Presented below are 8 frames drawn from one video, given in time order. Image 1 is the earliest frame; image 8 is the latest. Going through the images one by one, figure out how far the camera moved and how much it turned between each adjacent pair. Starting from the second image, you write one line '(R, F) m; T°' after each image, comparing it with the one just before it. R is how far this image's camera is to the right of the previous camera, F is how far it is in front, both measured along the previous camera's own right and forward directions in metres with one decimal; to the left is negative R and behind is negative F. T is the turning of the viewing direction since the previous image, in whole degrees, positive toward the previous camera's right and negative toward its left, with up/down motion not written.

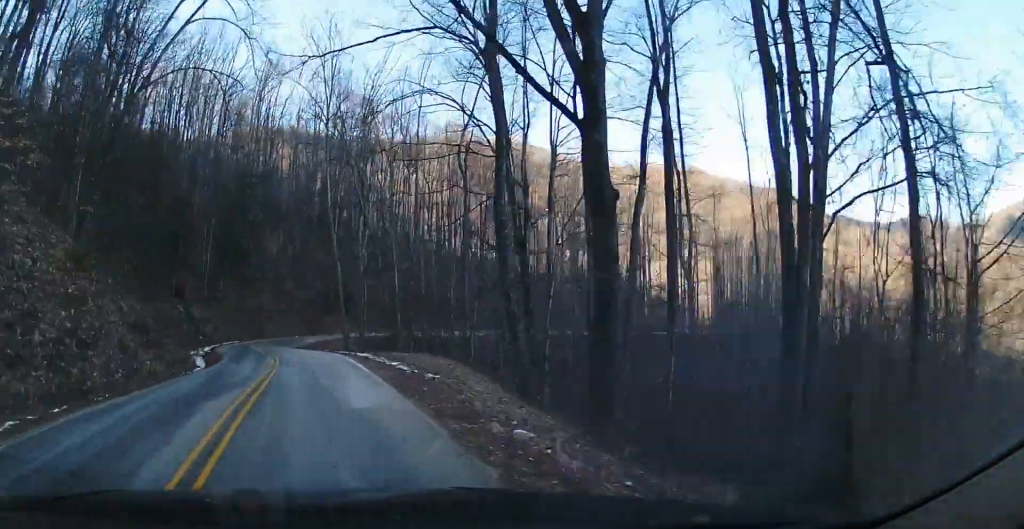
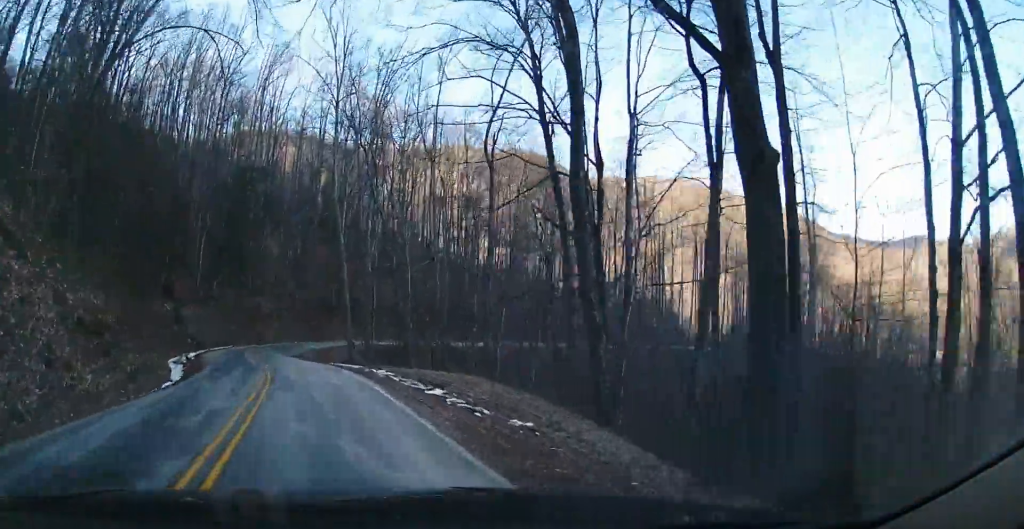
(-0.2, +5.6) m; -2°
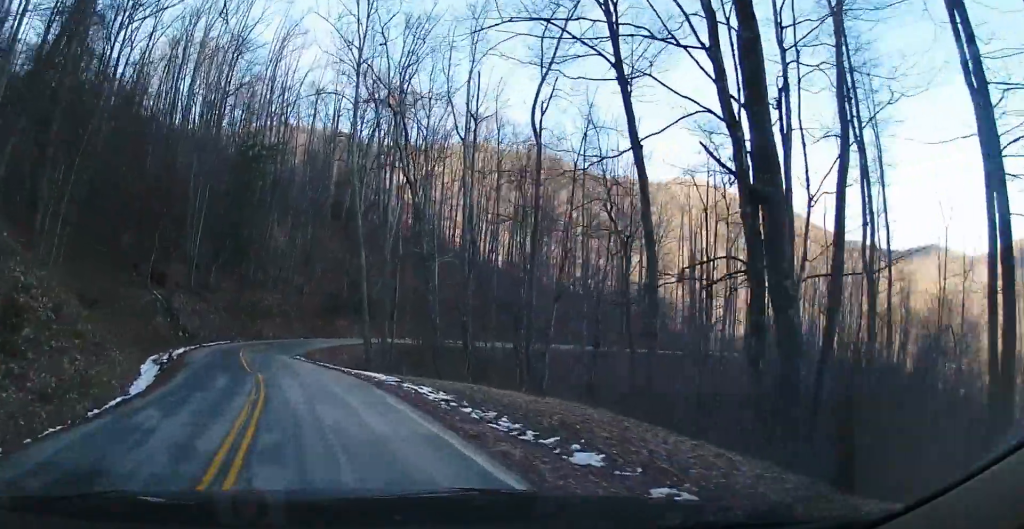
(-0.3, +6.4) m; 0°
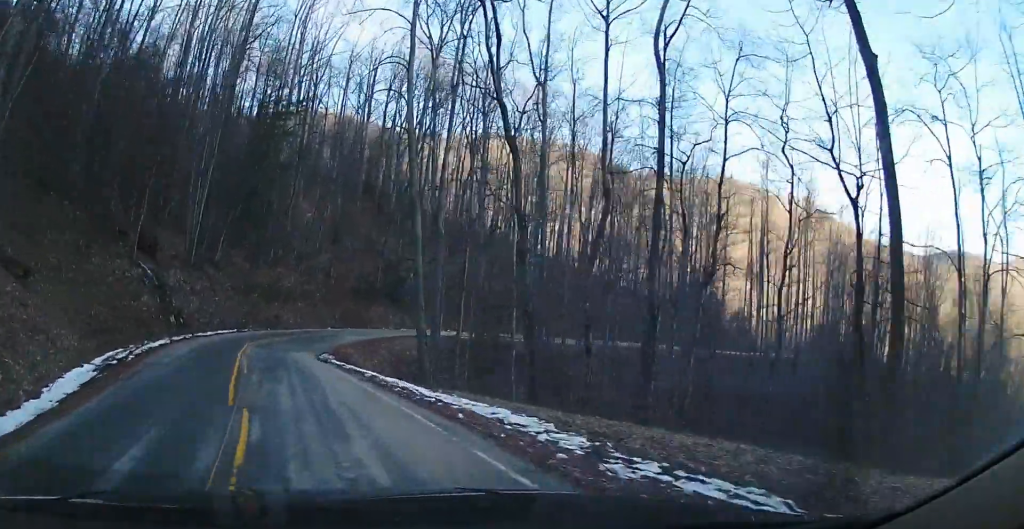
(+0.3, +11.1) m; -2°
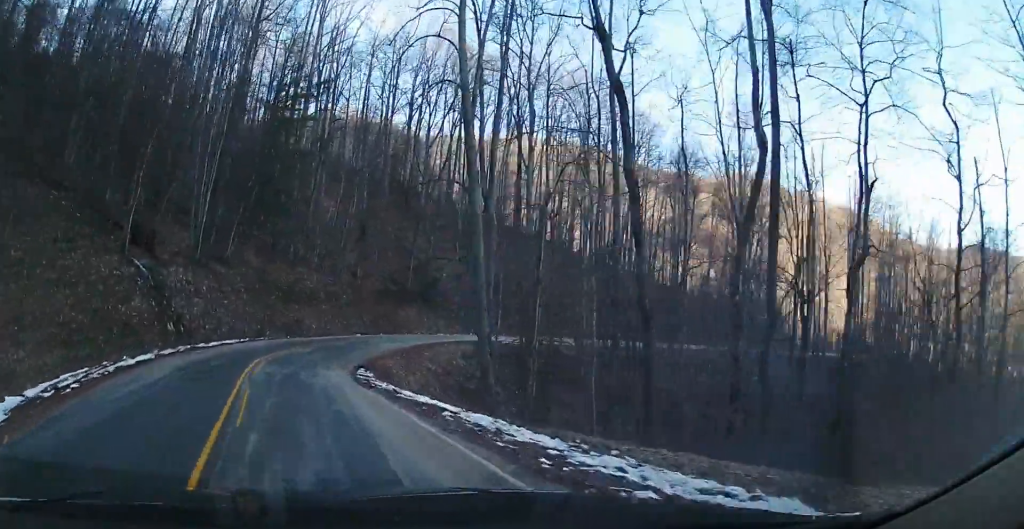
(-0.4, +6.8) m; -1°
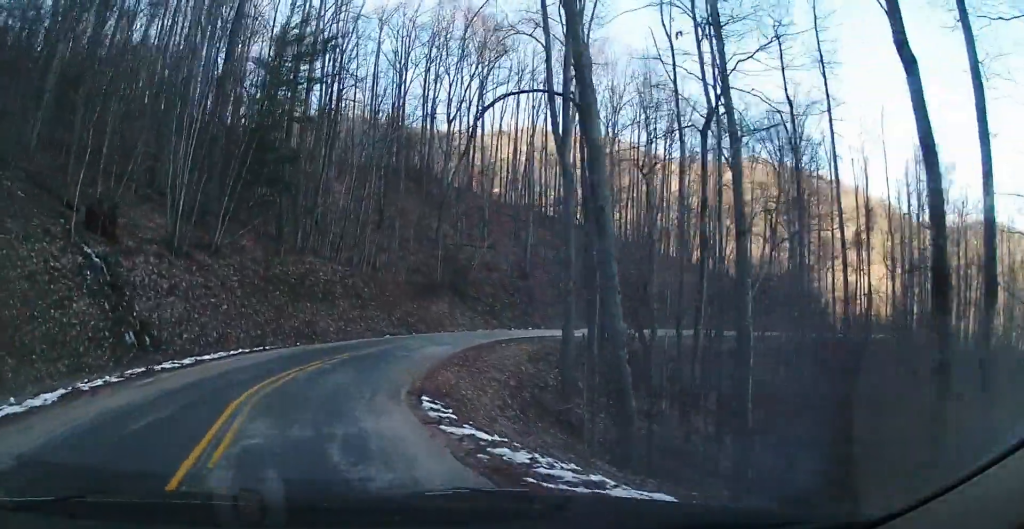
(0.0, +9.9) m; 0°
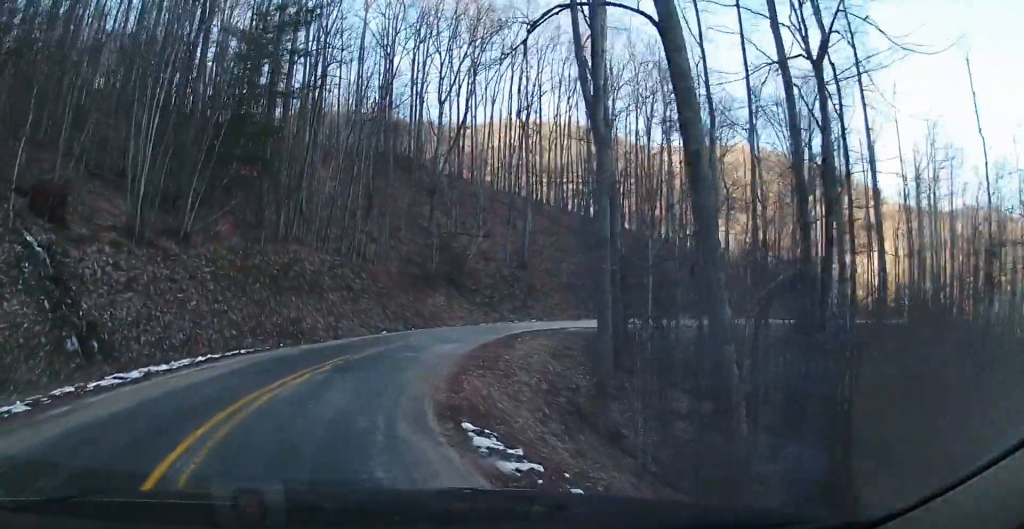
(+0.1, +4.8) m; +1°
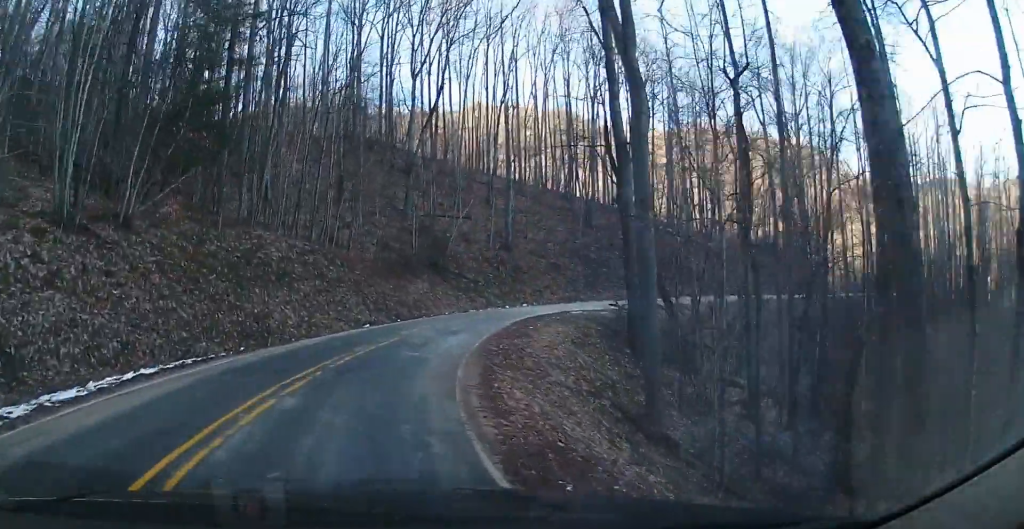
(-0.2, +5.1) m; 0°
